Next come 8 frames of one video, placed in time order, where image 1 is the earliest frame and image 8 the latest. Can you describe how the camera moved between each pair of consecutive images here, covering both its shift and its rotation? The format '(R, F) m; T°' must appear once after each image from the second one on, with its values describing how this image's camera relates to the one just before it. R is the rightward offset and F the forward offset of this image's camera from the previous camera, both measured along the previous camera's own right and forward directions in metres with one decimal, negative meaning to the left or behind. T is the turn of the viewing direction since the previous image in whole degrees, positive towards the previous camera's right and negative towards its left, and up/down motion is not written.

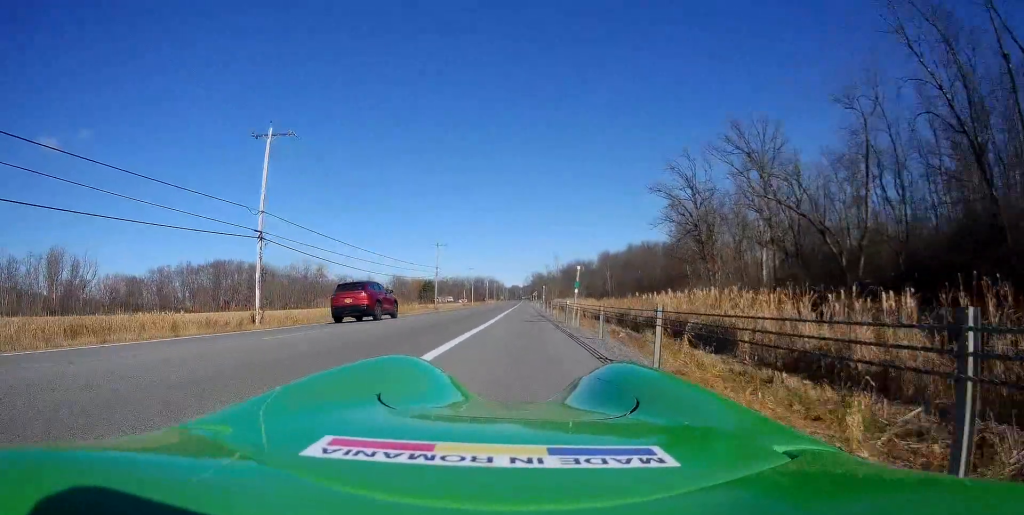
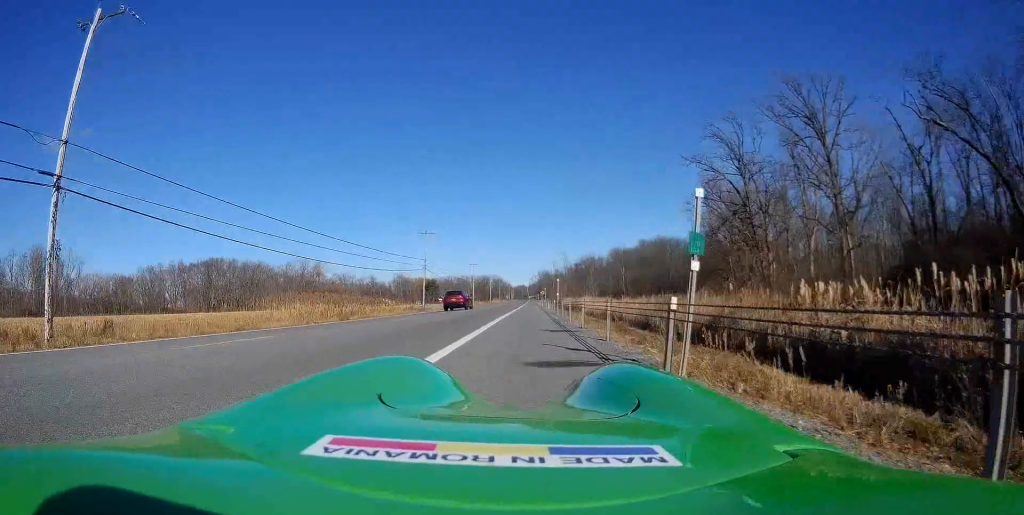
(-0.1, +13.5) m; -1°
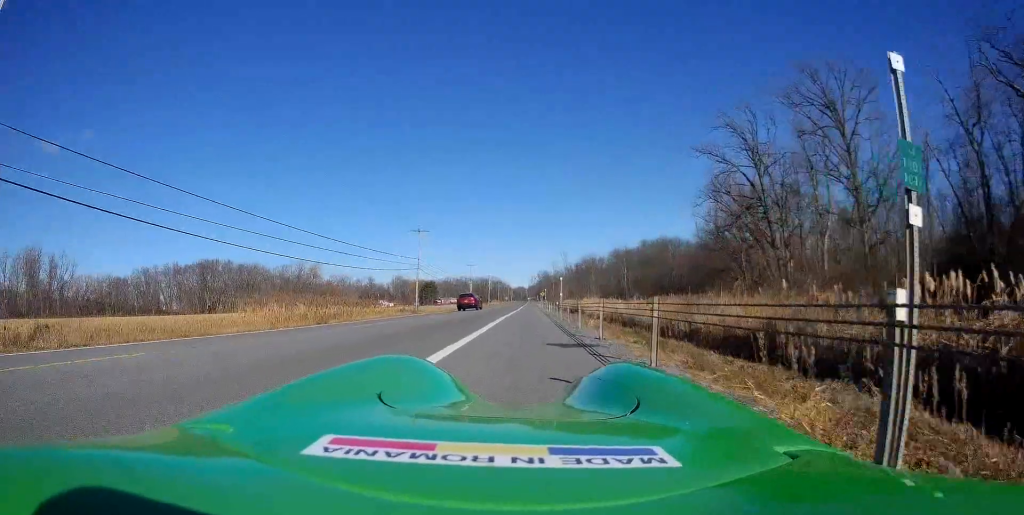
(-0.1, +3.4) m; -1°
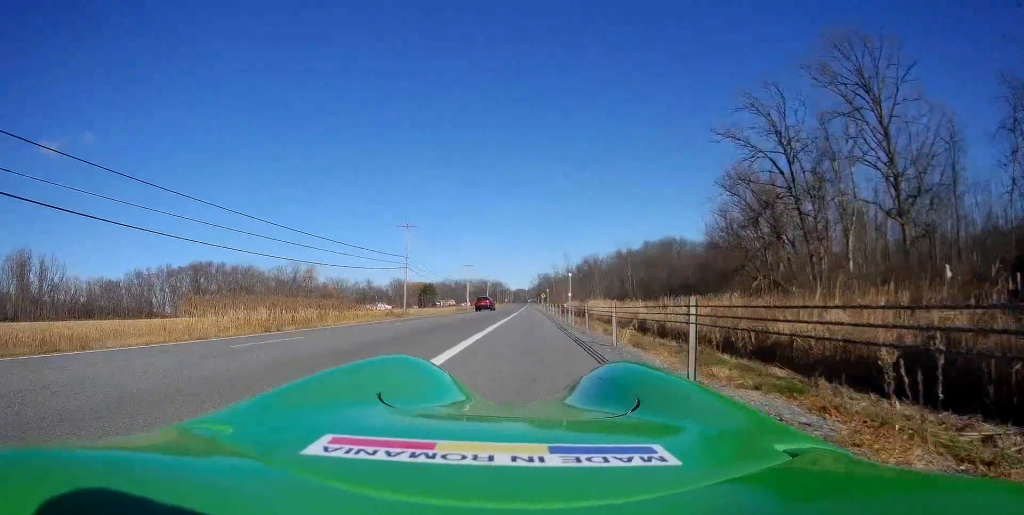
(0.0, +5.6) m; 0°
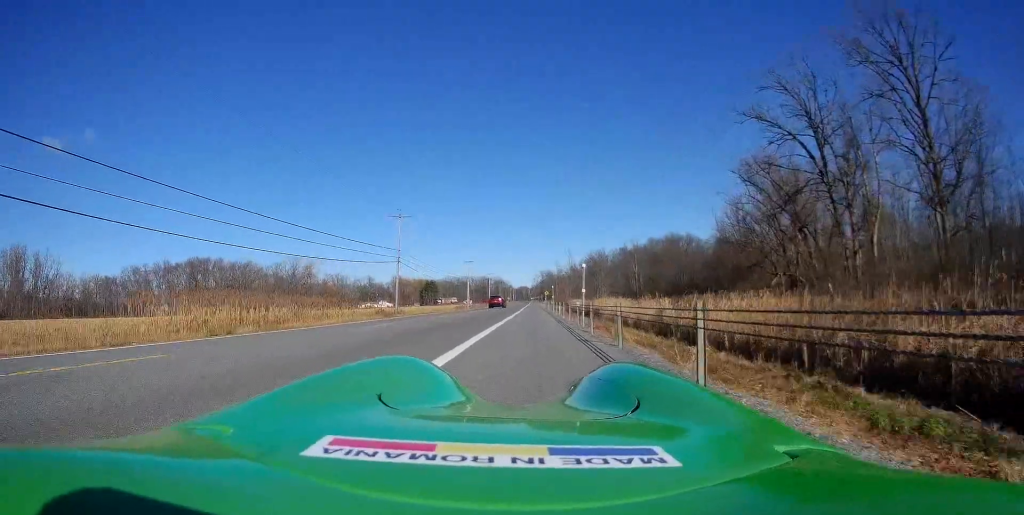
(0.0, +4.0) m; 0°
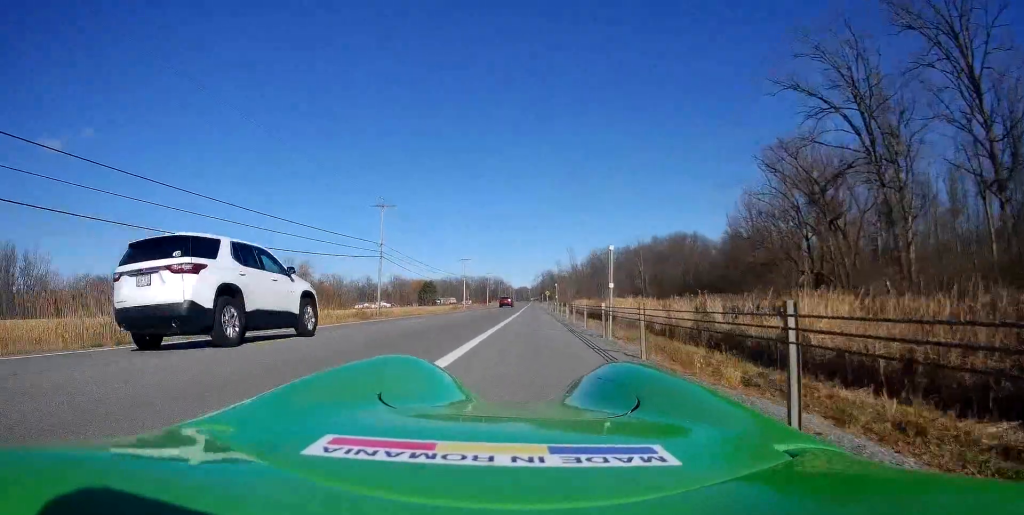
(+0.1, +6.2) m; -1°
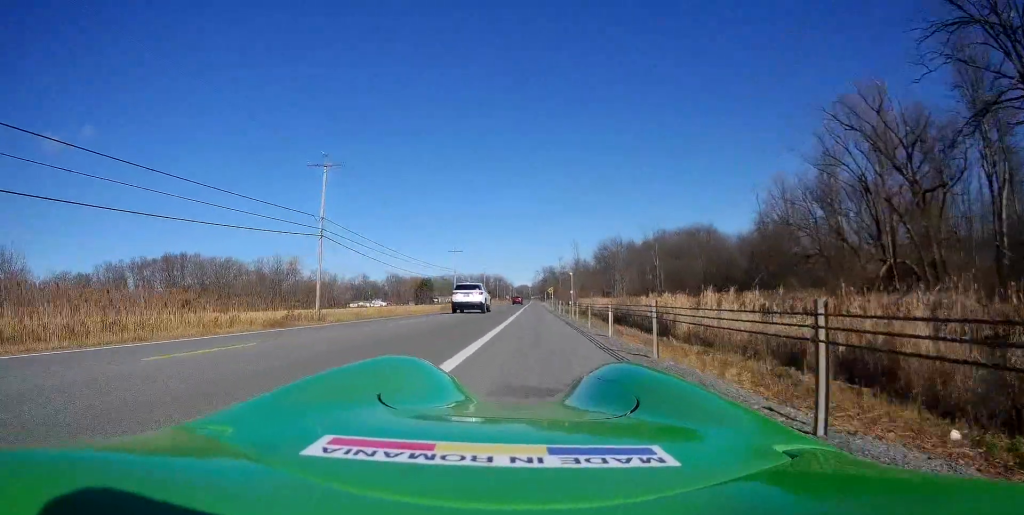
(-0.3, +13.8) m; 0°
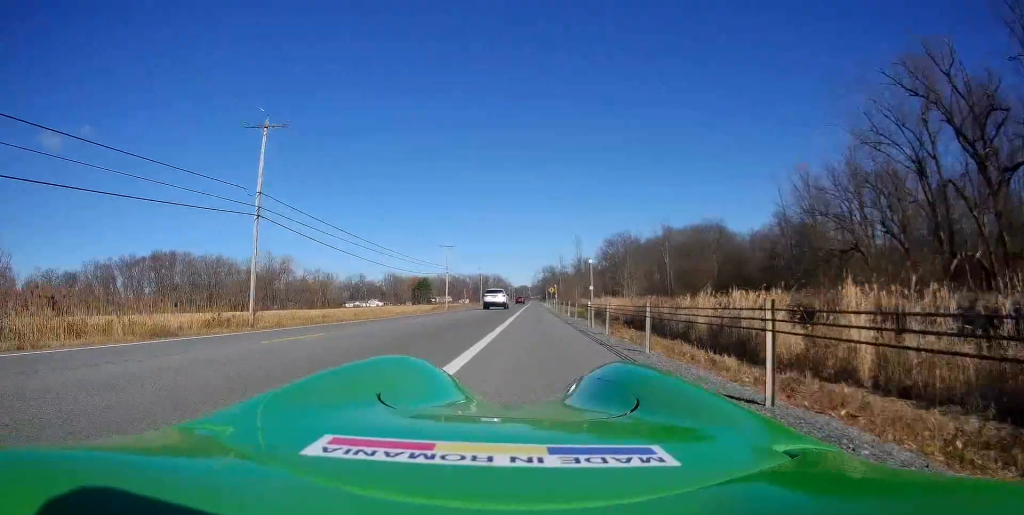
(+0.2, +8.6) m; +3°
